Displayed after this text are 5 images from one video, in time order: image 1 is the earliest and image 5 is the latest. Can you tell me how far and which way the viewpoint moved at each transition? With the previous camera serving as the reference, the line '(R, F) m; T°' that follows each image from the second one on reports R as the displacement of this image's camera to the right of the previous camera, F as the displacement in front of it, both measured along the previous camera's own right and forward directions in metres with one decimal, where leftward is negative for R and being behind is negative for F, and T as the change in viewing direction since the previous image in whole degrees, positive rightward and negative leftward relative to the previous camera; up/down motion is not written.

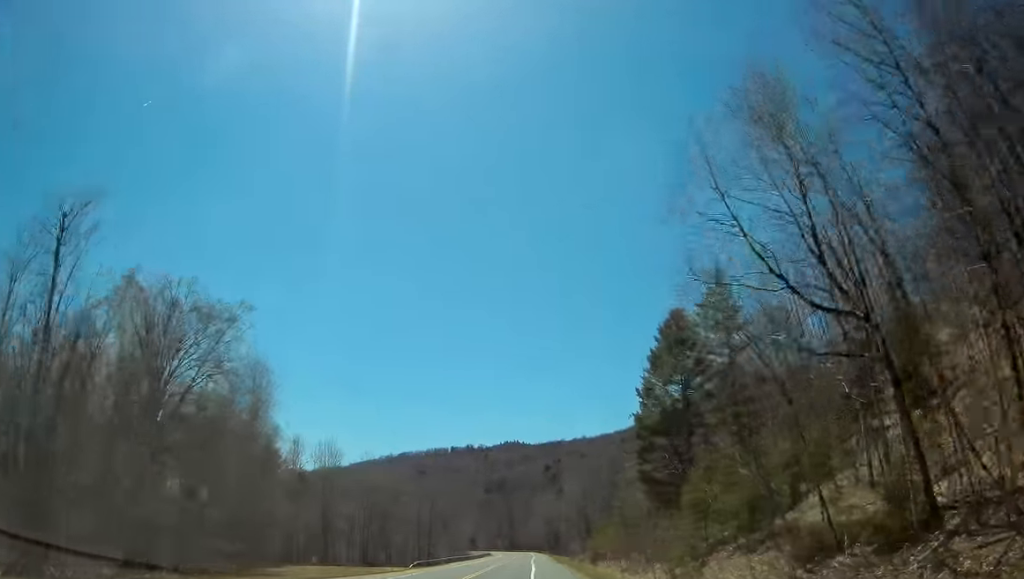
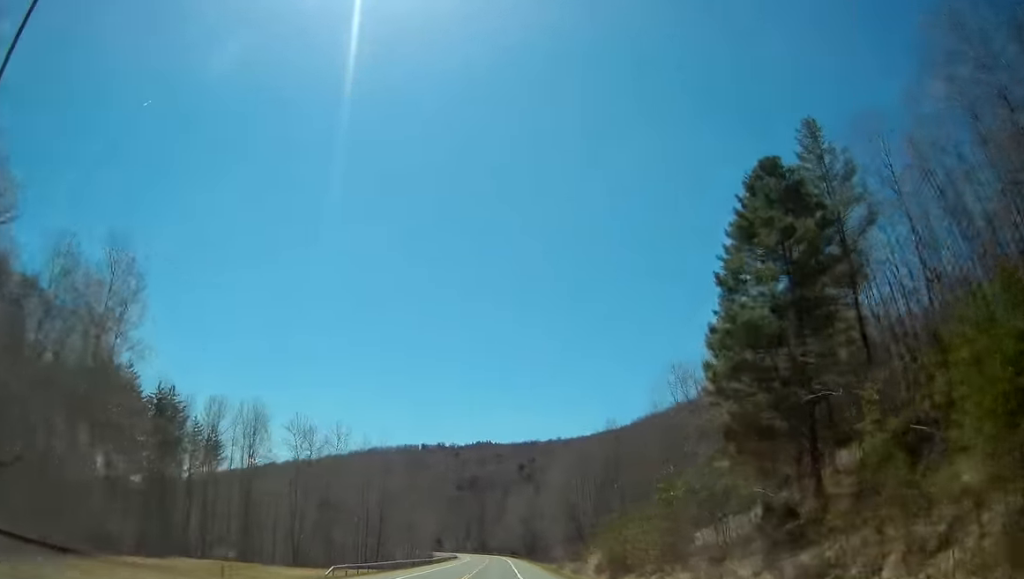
(0.0, +27.0) m; +1°
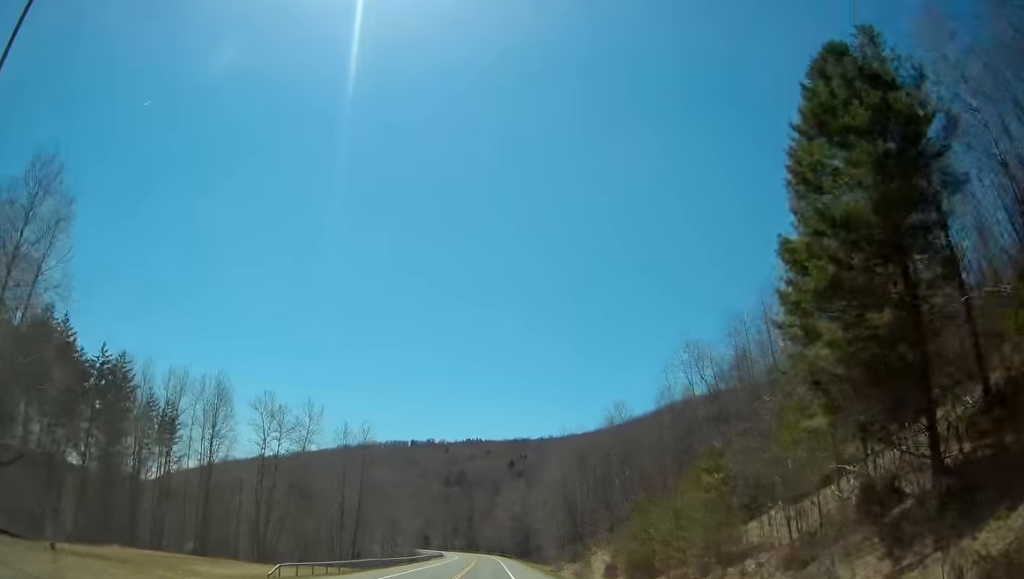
(-0.1, +10.7) m; +1°
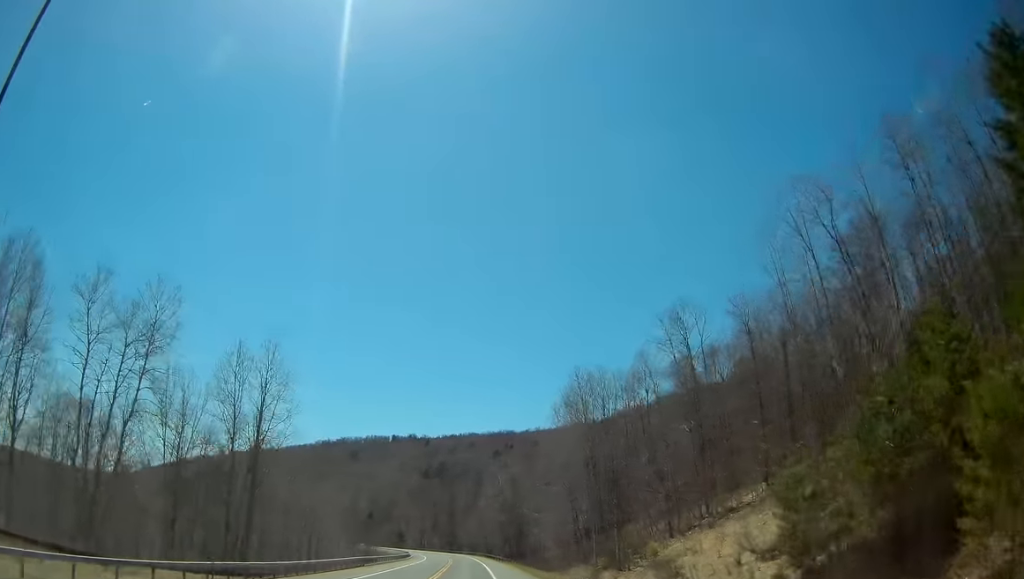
(+1.5, +38.1) m; +3°
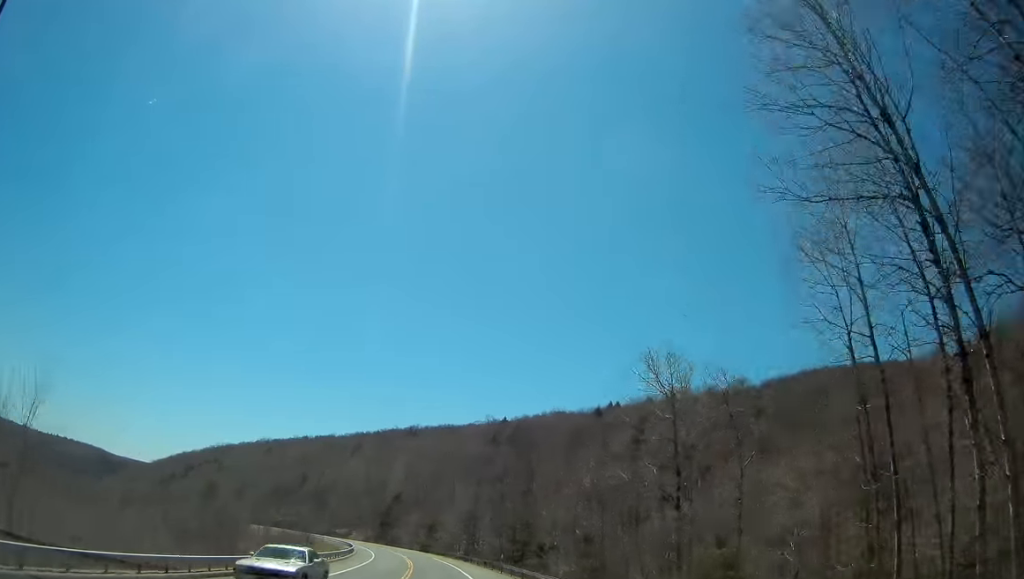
(-5.9, +119.4) m; -8°
